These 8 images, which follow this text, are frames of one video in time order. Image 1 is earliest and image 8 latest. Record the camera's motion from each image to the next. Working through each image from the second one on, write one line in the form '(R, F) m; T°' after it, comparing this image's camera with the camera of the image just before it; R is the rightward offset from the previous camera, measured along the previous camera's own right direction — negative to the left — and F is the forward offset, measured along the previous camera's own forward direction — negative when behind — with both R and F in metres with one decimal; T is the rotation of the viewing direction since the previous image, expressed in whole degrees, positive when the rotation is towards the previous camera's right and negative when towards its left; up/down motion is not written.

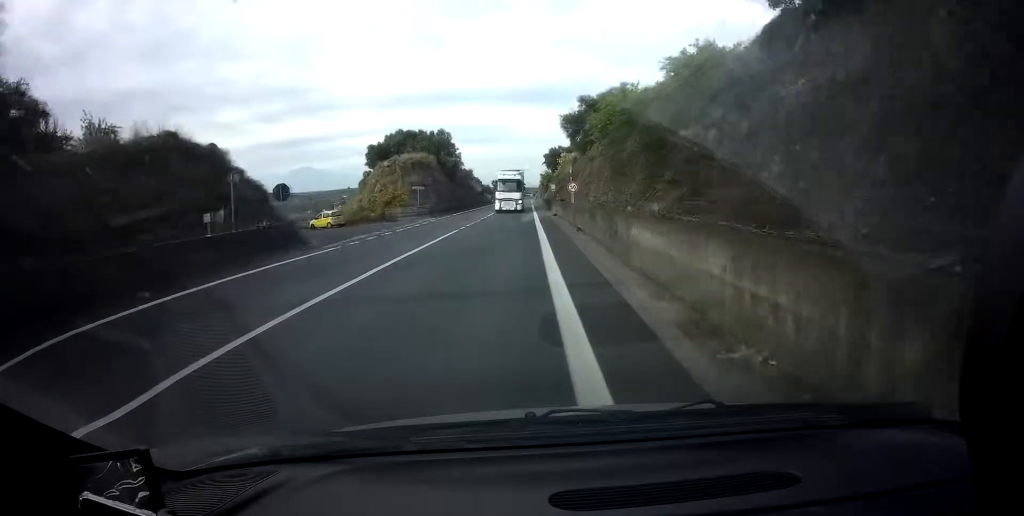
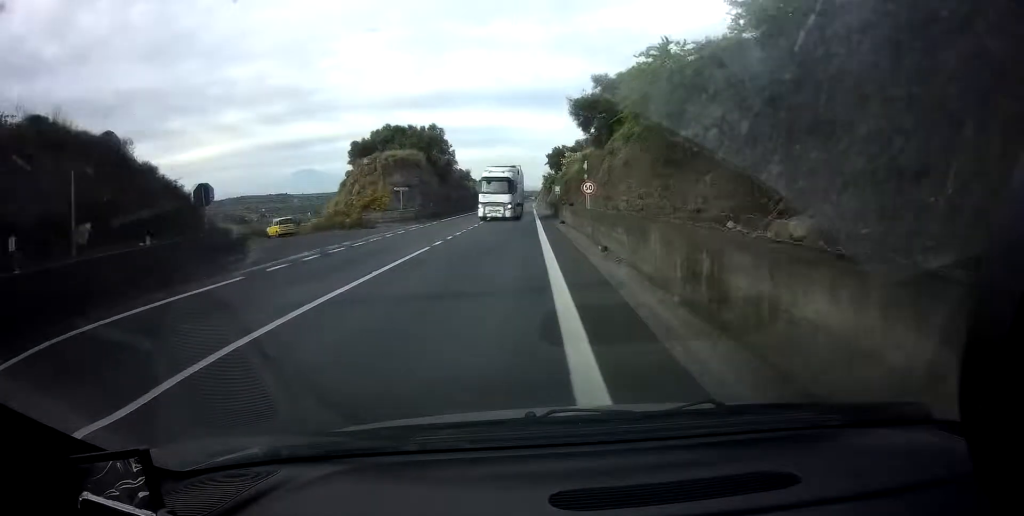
(+0.1, +5.4) m; +1°
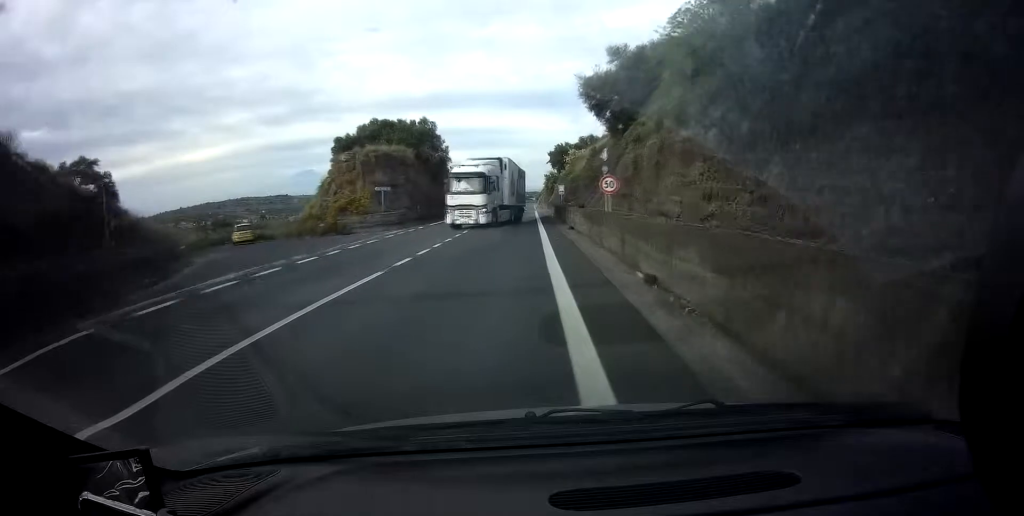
(0.0, +4.1) m; 0°
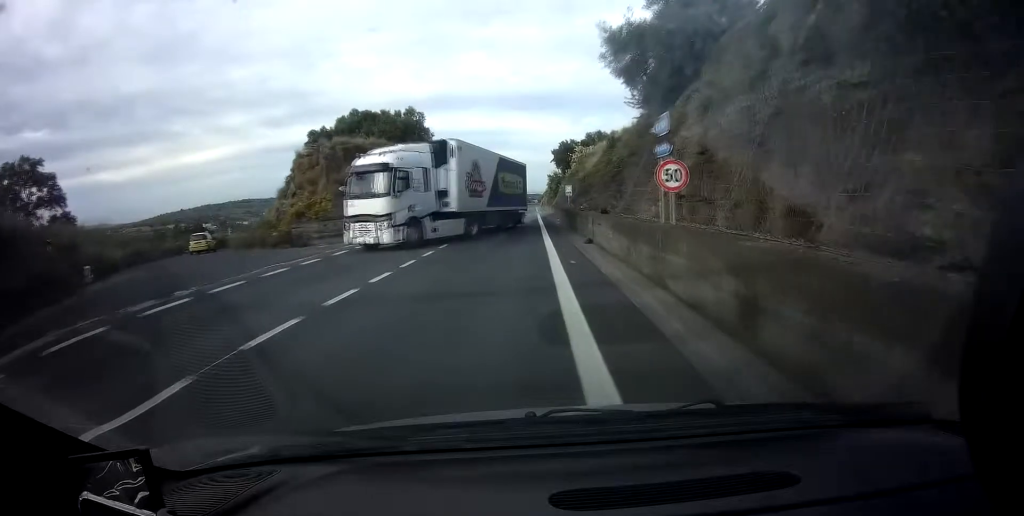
(0.0, +5.4) m; -1°
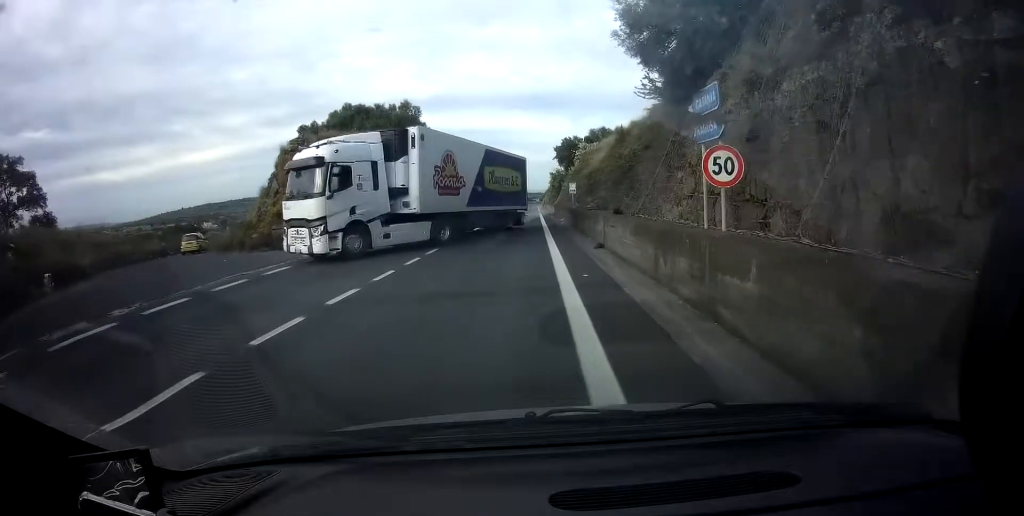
(0.0, +2.1) m; -1°
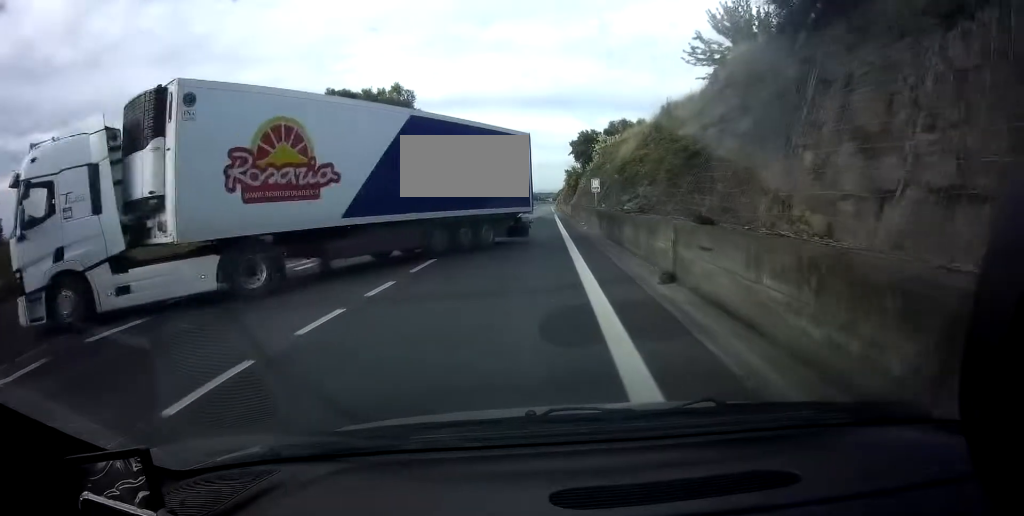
(-0.1, +4.9) m; -2°
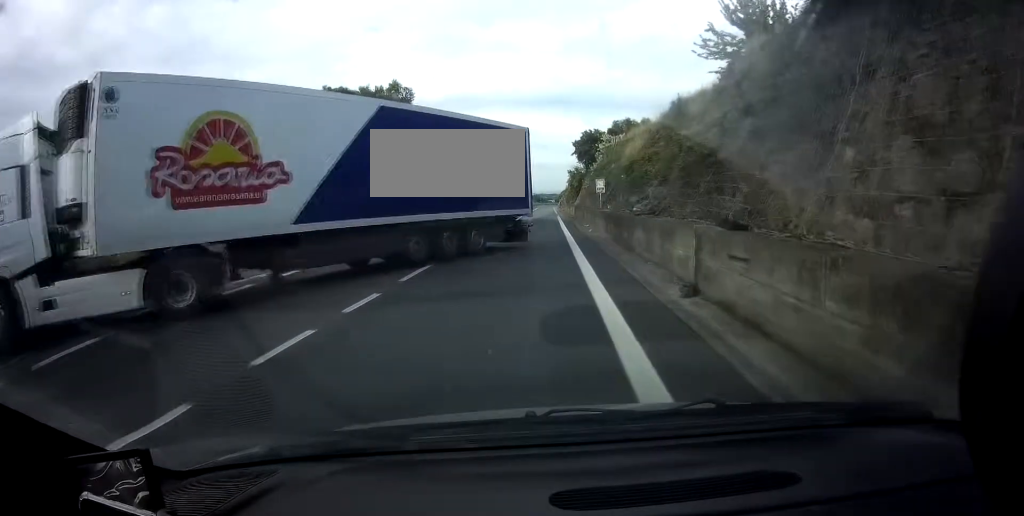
(0.0, +0.9) m; -1°
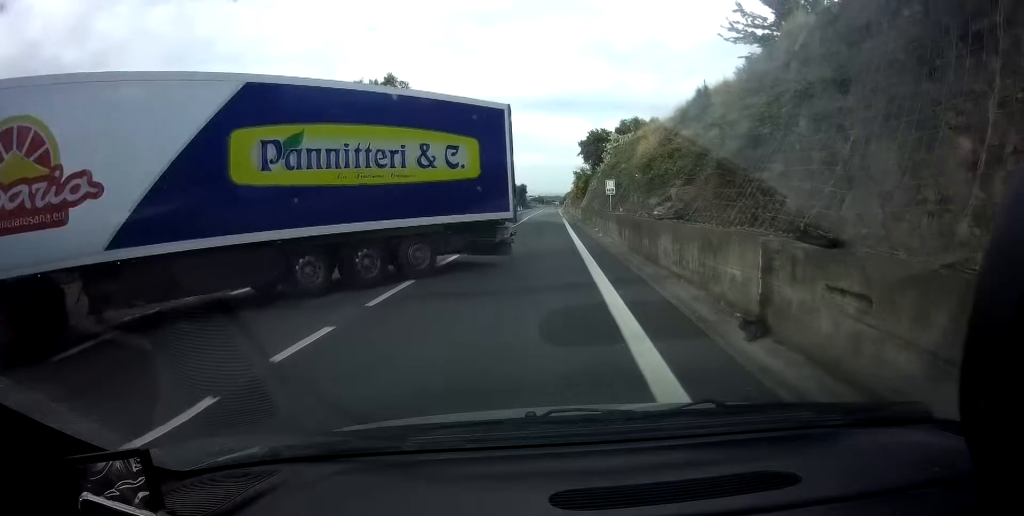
(-0.1, +2.4) m; -1°
